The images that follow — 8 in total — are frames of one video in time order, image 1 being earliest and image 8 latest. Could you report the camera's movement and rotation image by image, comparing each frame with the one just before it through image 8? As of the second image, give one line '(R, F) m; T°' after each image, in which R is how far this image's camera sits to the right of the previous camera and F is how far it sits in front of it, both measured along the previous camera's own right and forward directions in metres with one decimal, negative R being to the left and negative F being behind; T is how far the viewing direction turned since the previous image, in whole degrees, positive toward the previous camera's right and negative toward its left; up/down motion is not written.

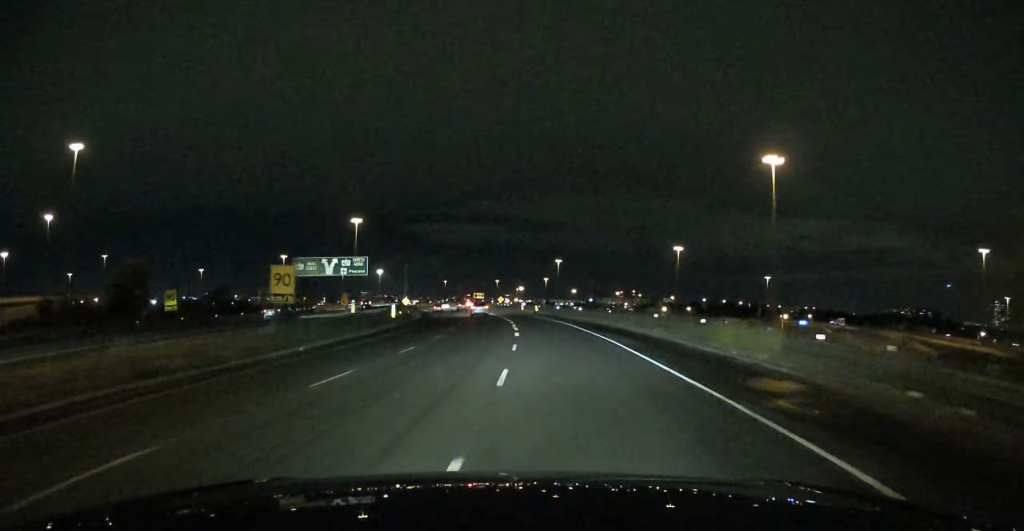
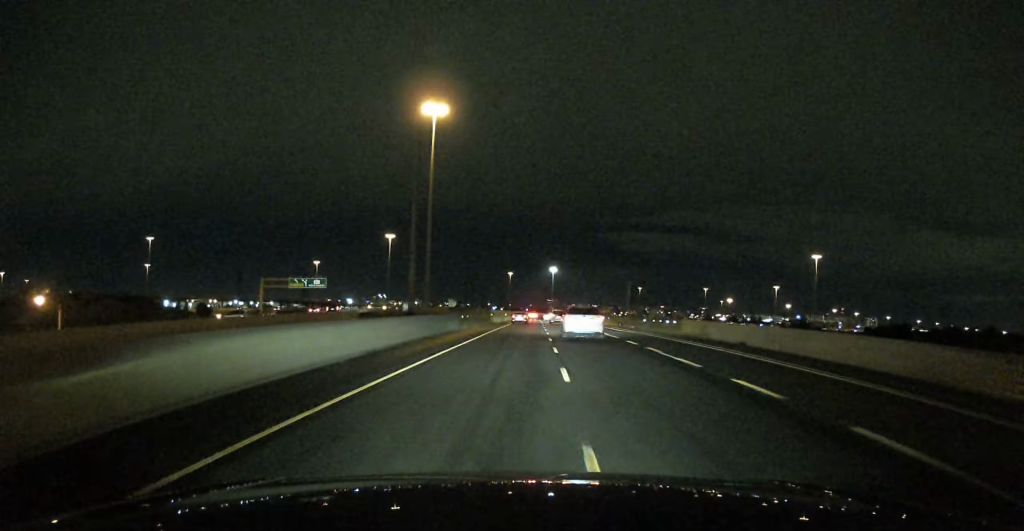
(-15.9, +160.4) m; -9°
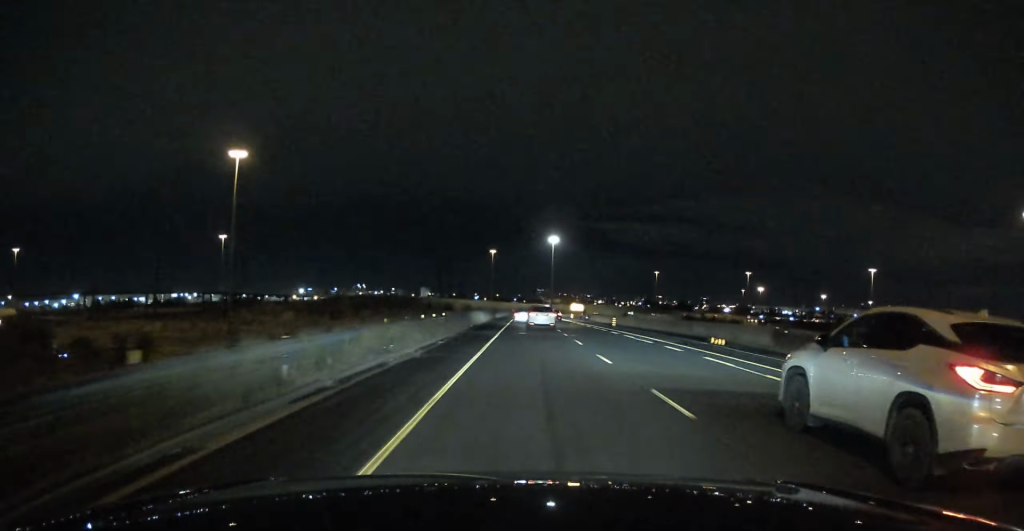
(-5.5, +145.8) m; -1°
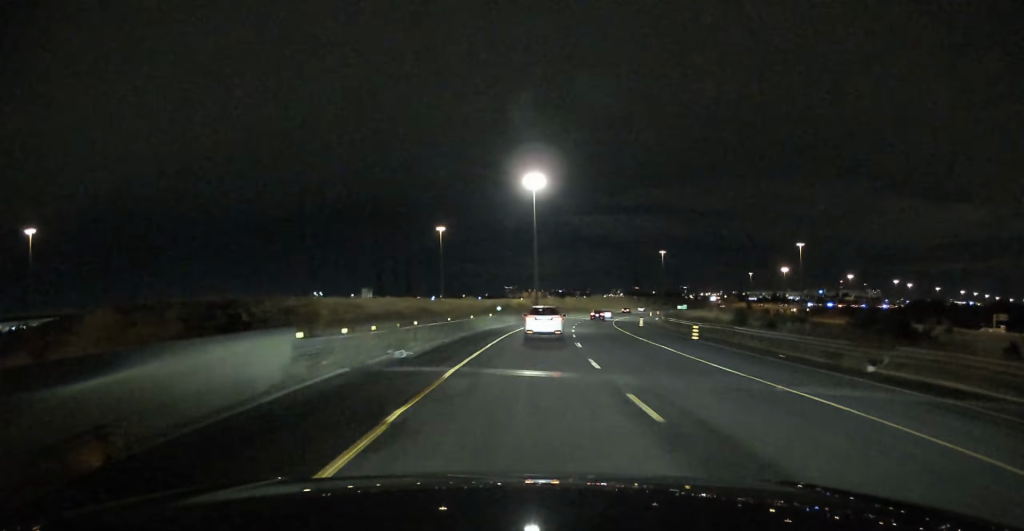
(+3.1, +139.8) m; +7°
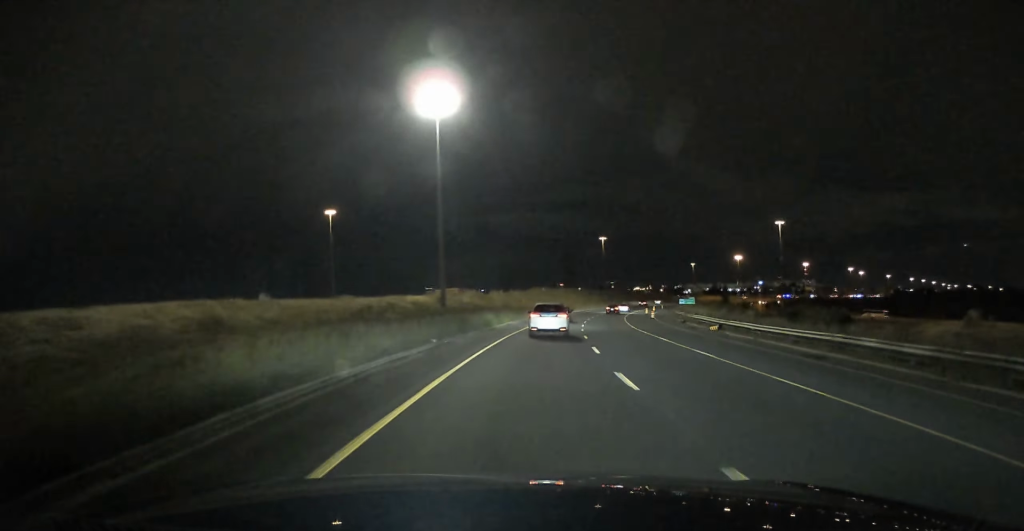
(+6.4, +67.9) m; +7°
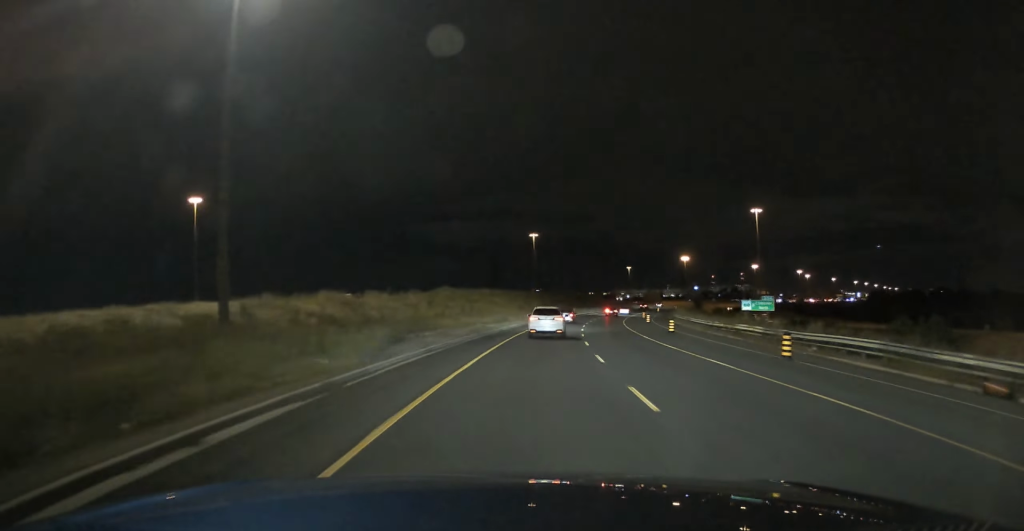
(-0.1, +57.1) m; +6°
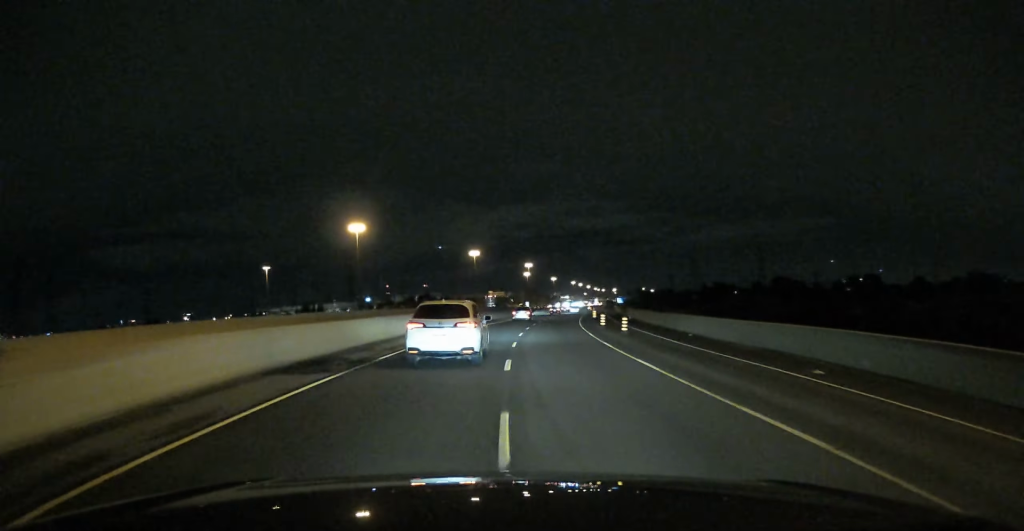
(+57.8, +226.1) m; +25°
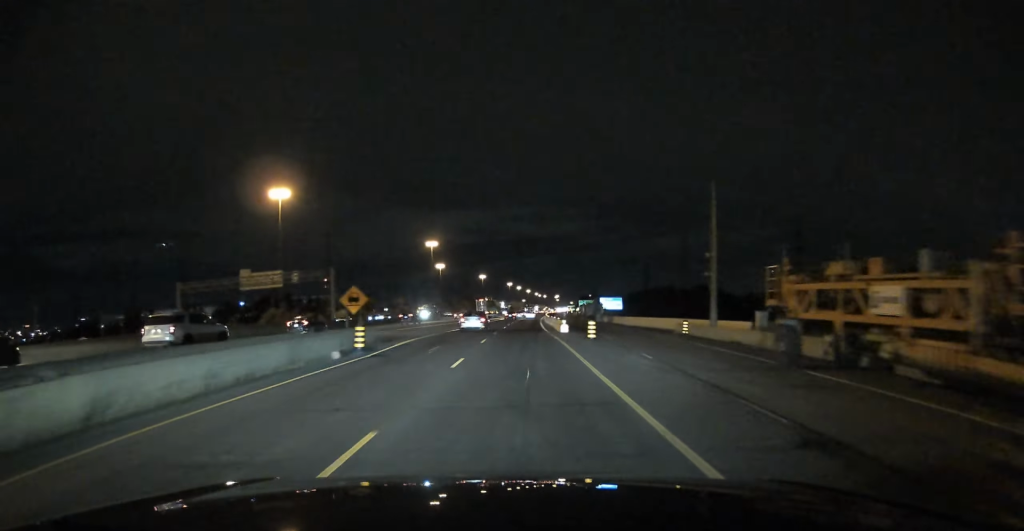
(+16.0, +196.9) m; +6°
